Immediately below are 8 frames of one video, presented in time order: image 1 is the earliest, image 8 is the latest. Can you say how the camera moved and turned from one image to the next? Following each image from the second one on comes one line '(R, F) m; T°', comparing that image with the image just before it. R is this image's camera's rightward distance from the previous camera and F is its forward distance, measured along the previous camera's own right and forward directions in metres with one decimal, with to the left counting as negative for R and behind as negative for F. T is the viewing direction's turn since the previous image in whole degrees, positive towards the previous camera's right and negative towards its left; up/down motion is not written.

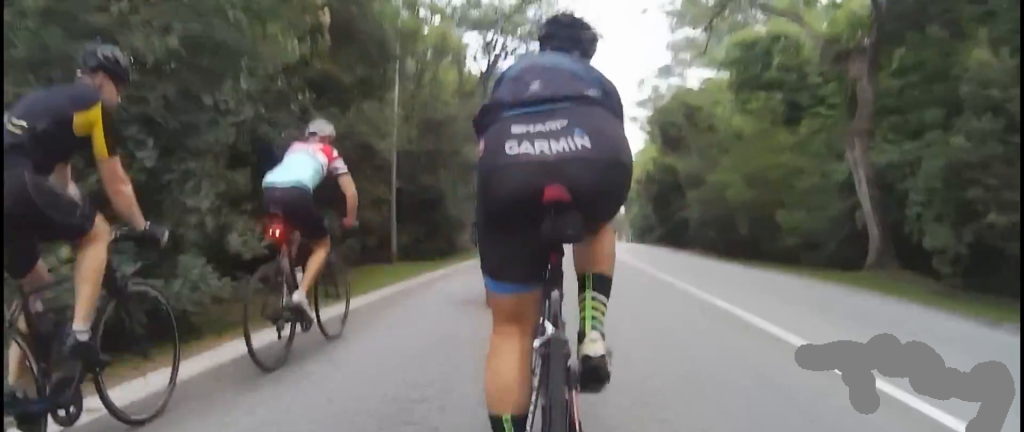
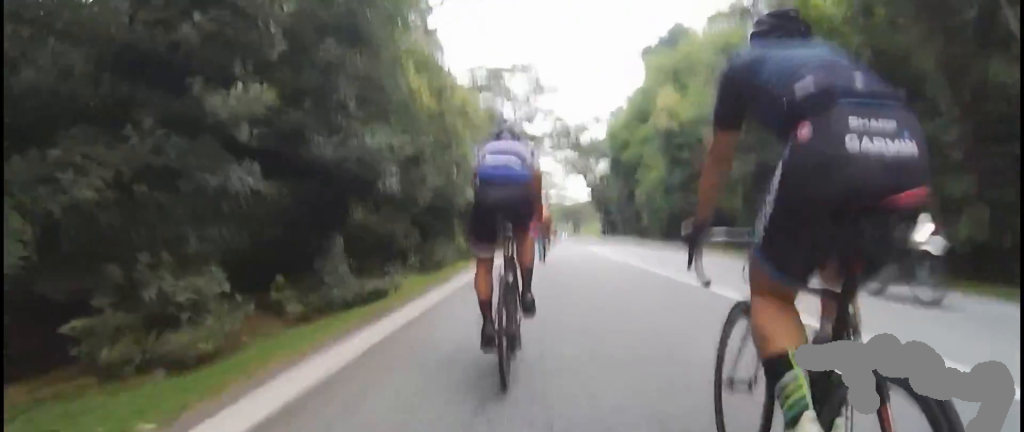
(-2.6, +31.7) m; +8°
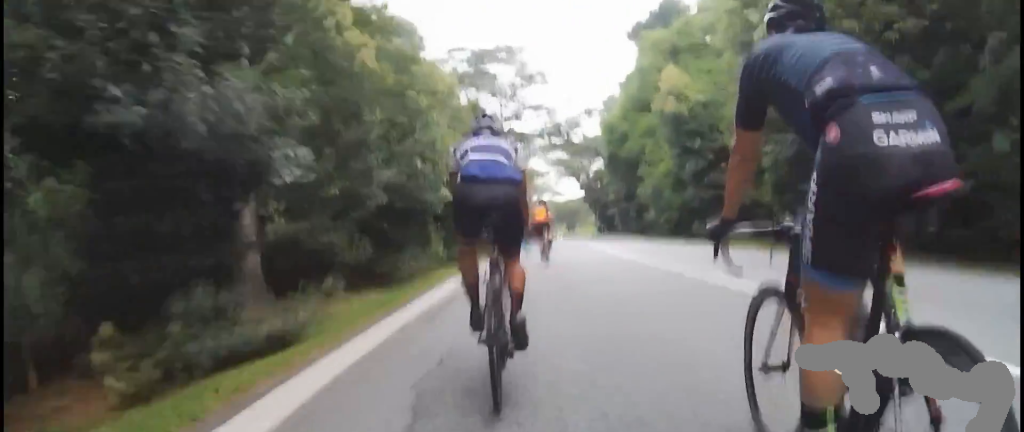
(+0.5, +3.7) m; 0°
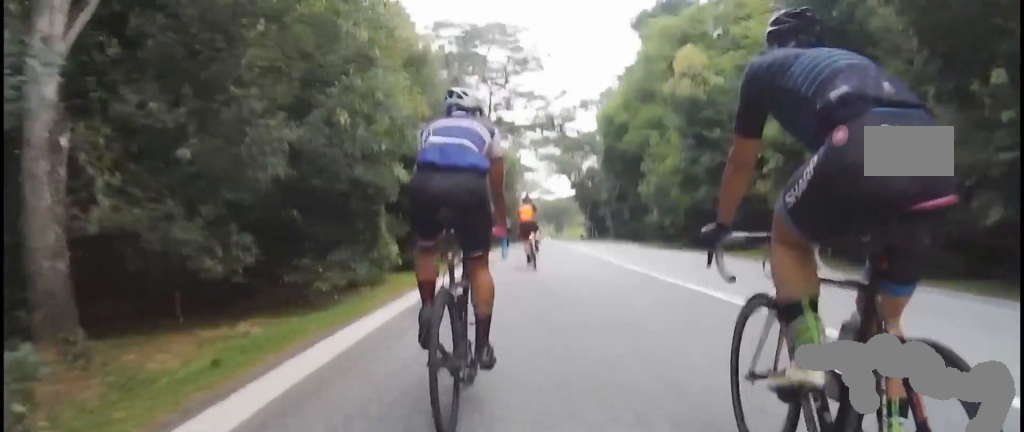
(+0.5, +4.0) m; 0°
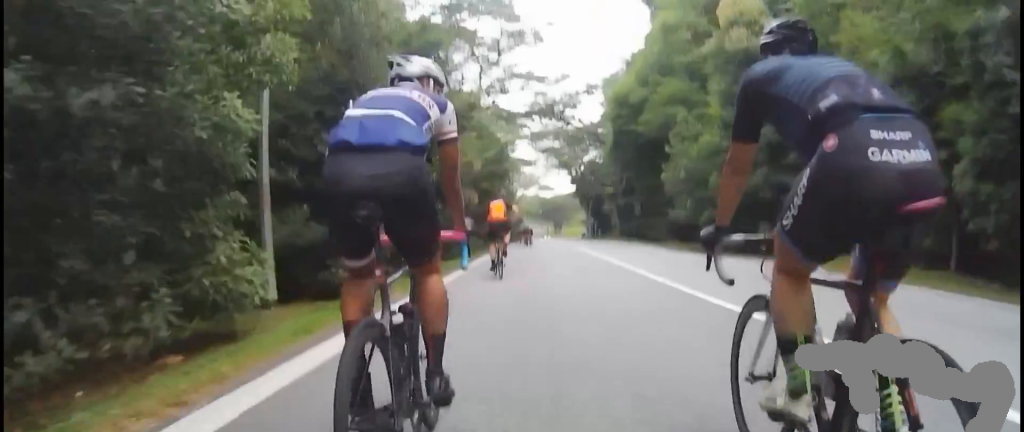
(-0.7, +6.7) m; -4°
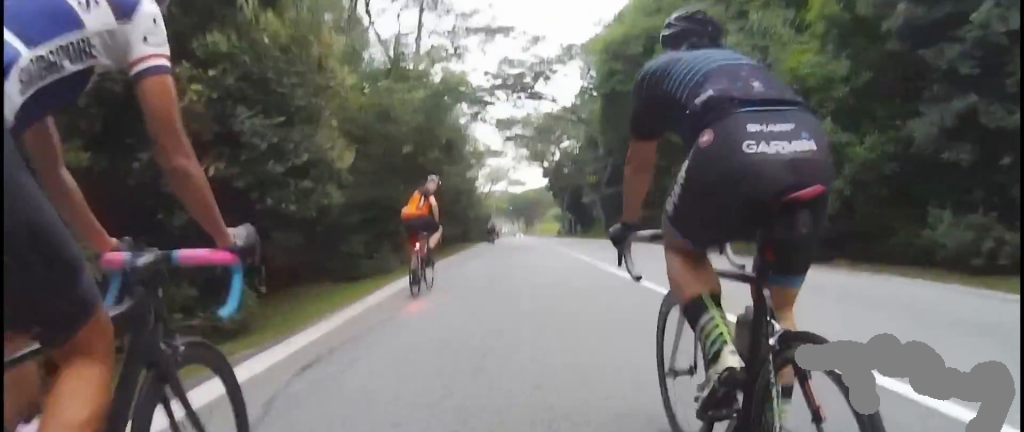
(-0.4, +10.8) m; -2°
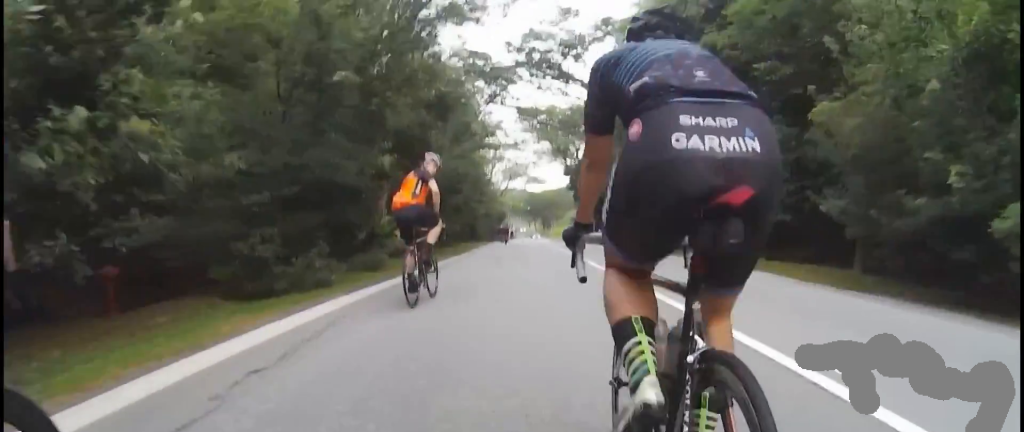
(0.0, +6.2) m; +4°
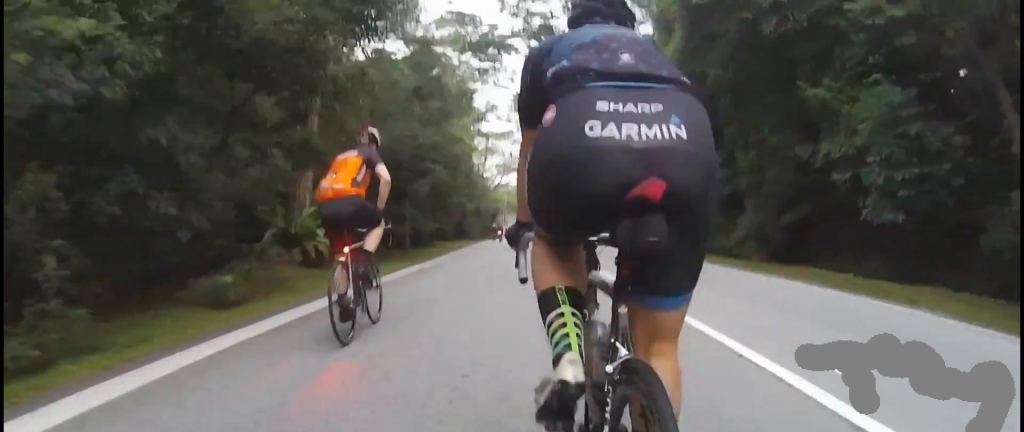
(+0.1, +7.2) m; +5°
